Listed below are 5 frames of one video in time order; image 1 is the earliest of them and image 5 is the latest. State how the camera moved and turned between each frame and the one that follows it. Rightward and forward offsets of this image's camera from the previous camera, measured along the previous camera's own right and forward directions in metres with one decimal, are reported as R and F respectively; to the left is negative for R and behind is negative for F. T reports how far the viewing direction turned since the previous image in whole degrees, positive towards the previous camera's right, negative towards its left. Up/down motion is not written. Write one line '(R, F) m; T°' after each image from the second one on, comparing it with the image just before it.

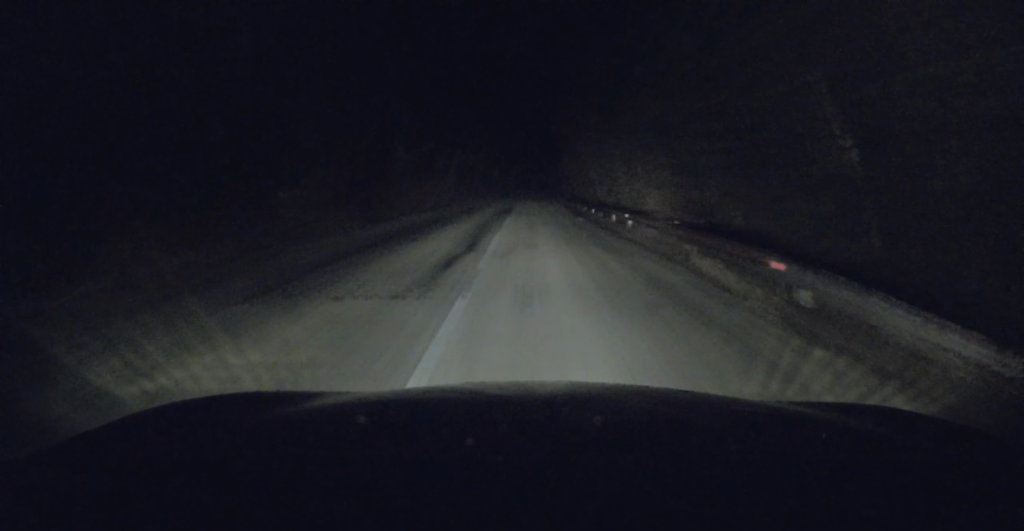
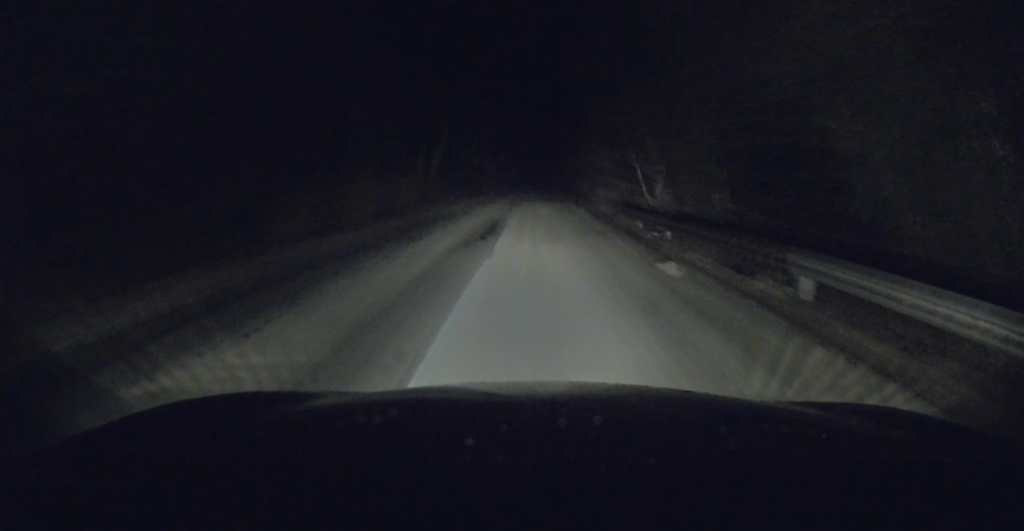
(-0.1, +15.7) m; -1°
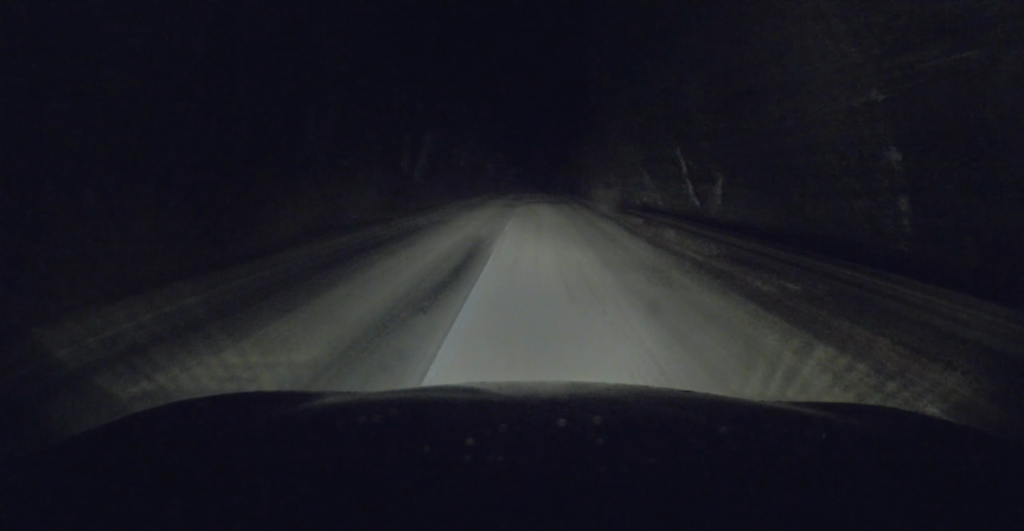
(0.0, +7.9) m; 0°
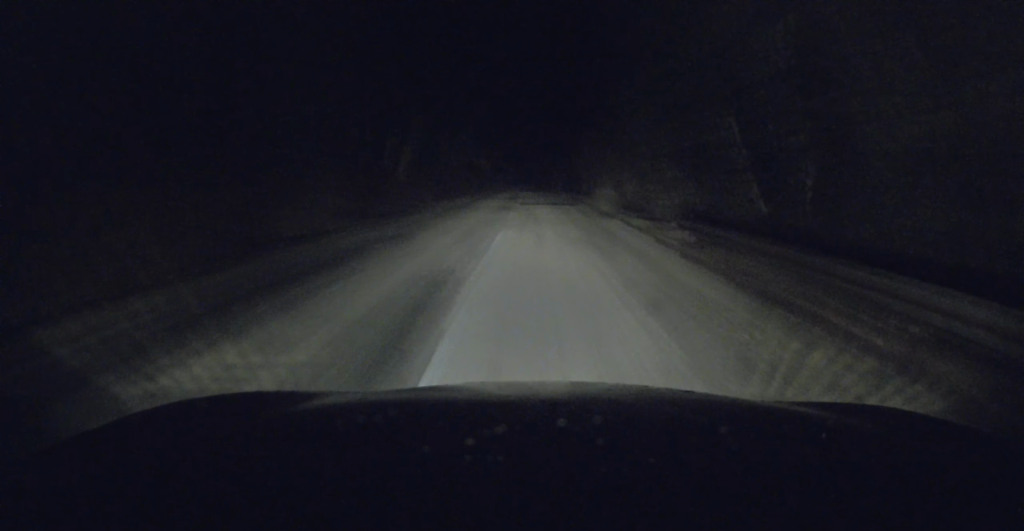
(0.0, +5.9) m; 0°
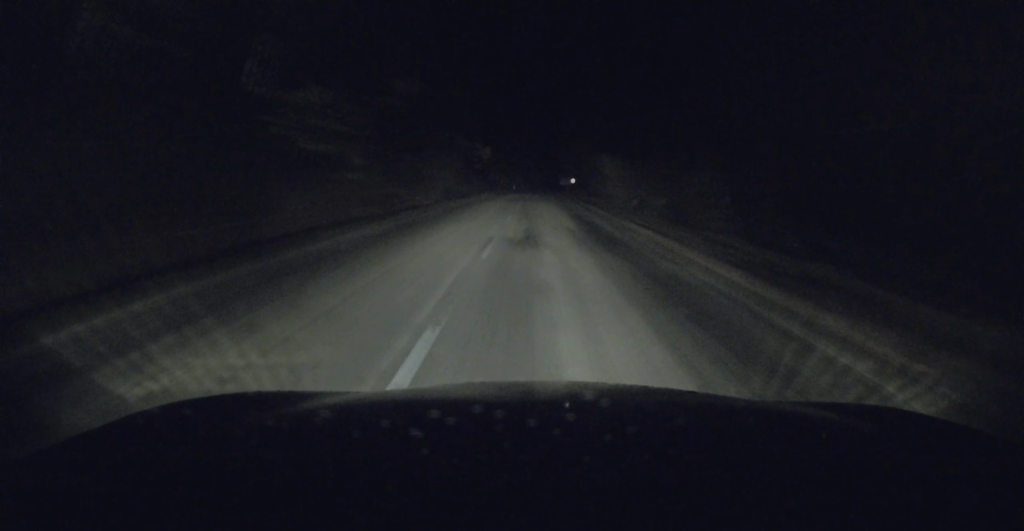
(0.0, +68.5) m; -1°
